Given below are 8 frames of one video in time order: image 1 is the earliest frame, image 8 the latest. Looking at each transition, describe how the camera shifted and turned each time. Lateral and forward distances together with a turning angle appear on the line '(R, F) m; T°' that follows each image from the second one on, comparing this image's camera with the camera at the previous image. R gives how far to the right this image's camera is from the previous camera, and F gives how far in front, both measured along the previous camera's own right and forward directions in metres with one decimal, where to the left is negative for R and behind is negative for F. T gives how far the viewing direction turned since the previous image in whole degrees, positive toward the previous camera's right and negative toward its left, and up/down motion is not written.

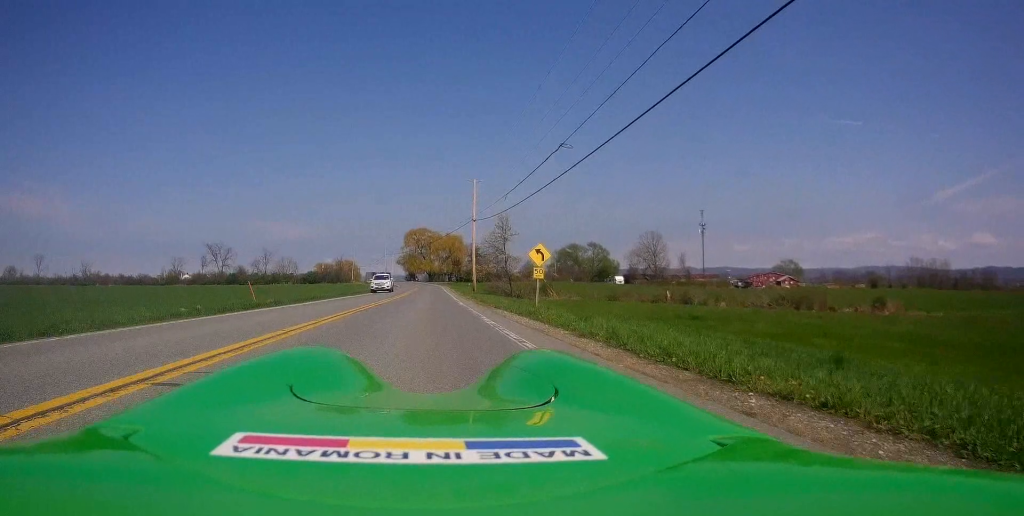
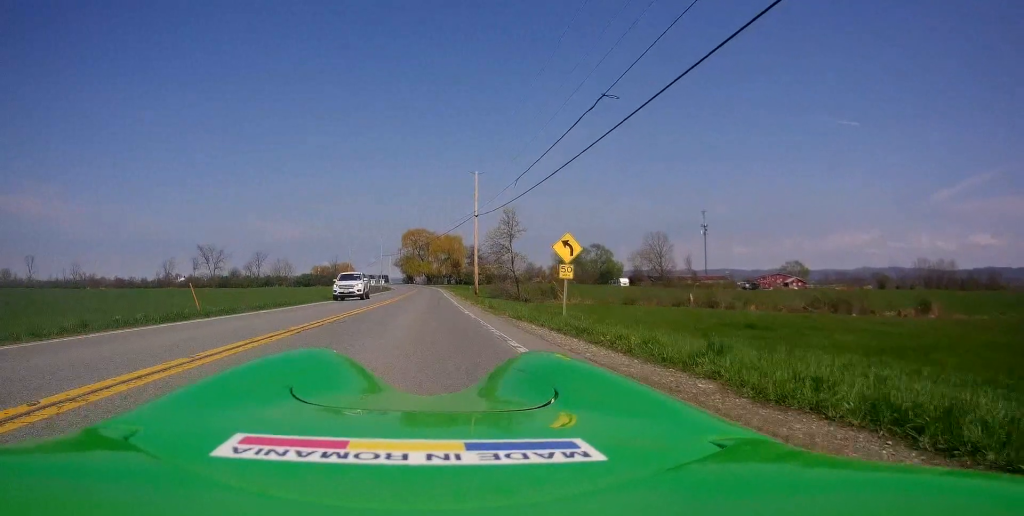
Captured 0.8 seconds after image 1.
(-0.1, +5.9) m; +2°
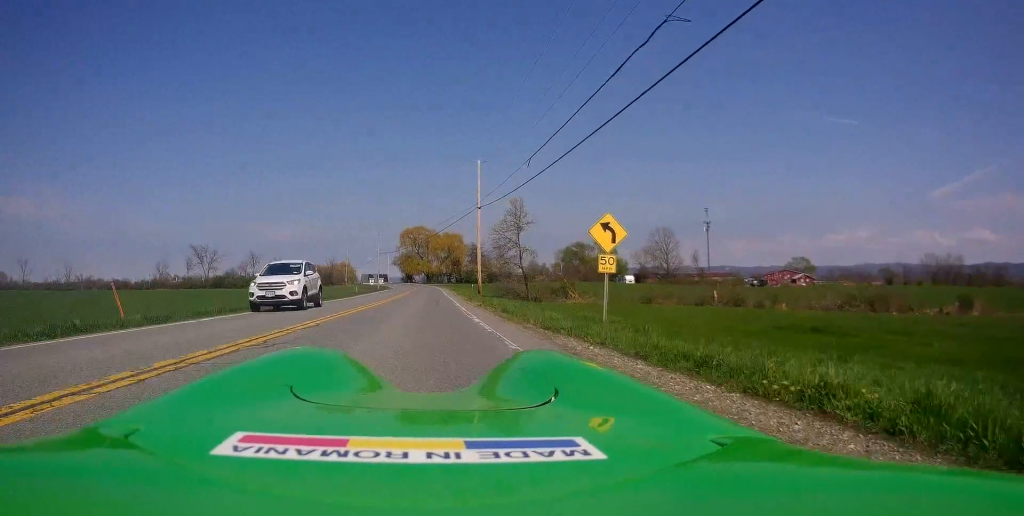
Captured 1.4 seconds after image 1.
(-0.2, +4.9) m; +2°
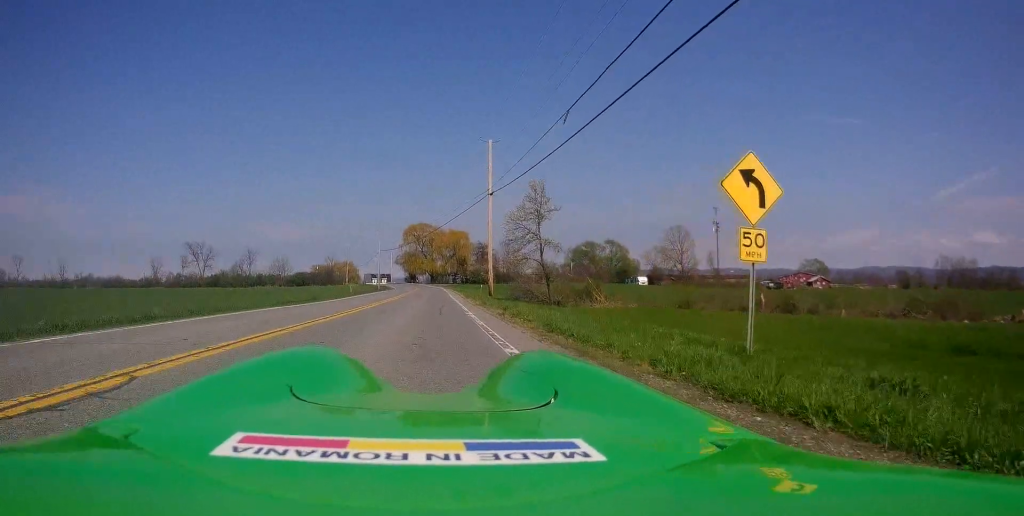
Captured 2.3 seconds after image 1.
(+0.8, +7.2) m; -2°
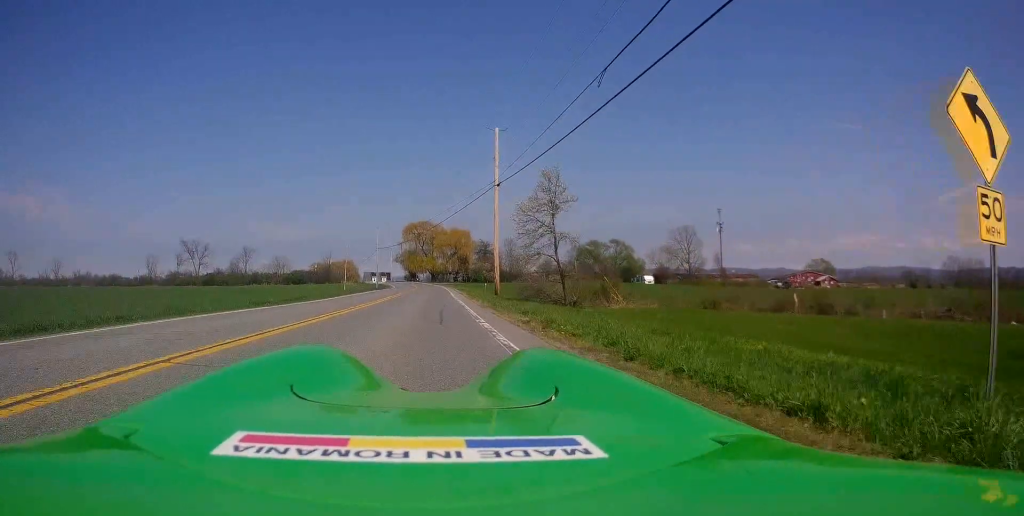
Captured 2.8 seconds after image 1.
(-0.7, +4.4) m; -2°
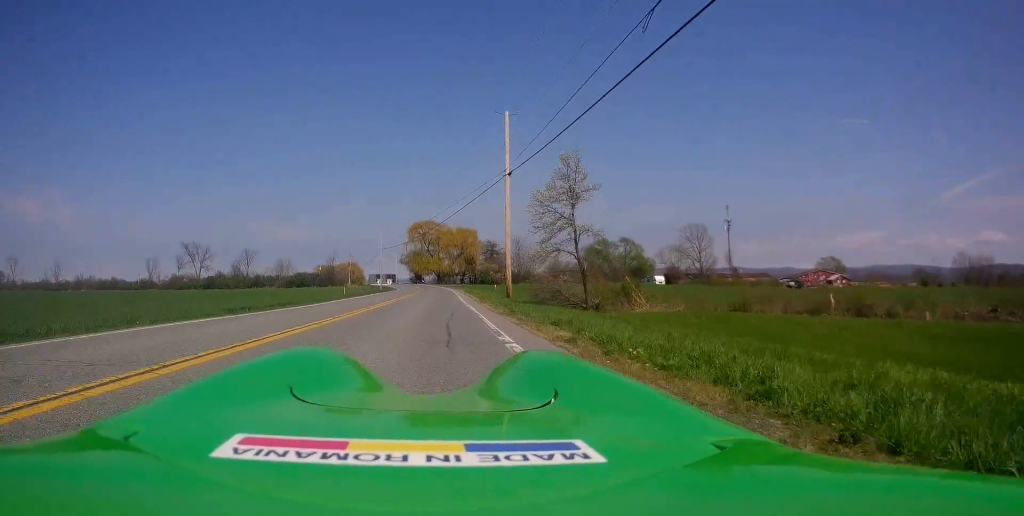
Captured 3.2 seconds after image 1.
(-0.4, +3.4) m; -2°
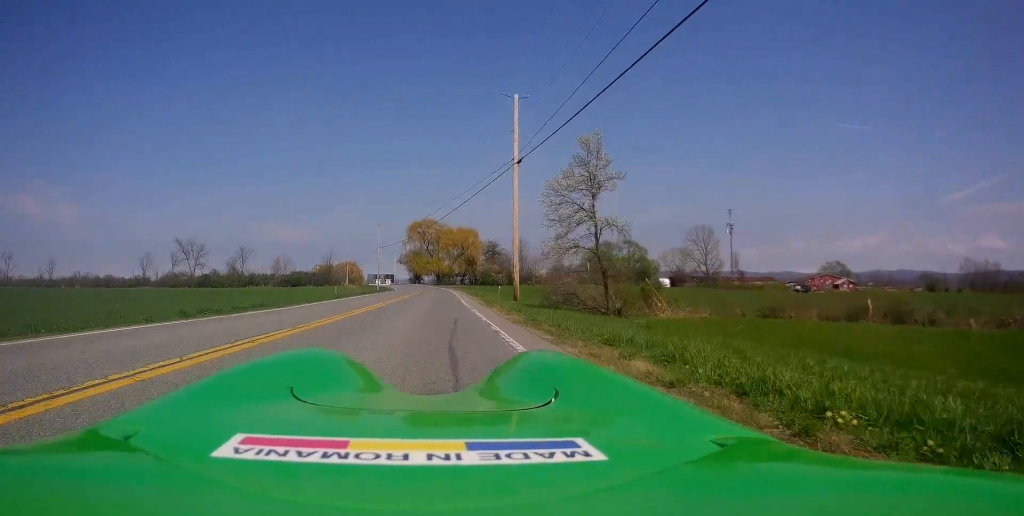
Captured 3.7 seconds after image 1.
(+0.4, +3.7) m; +3°
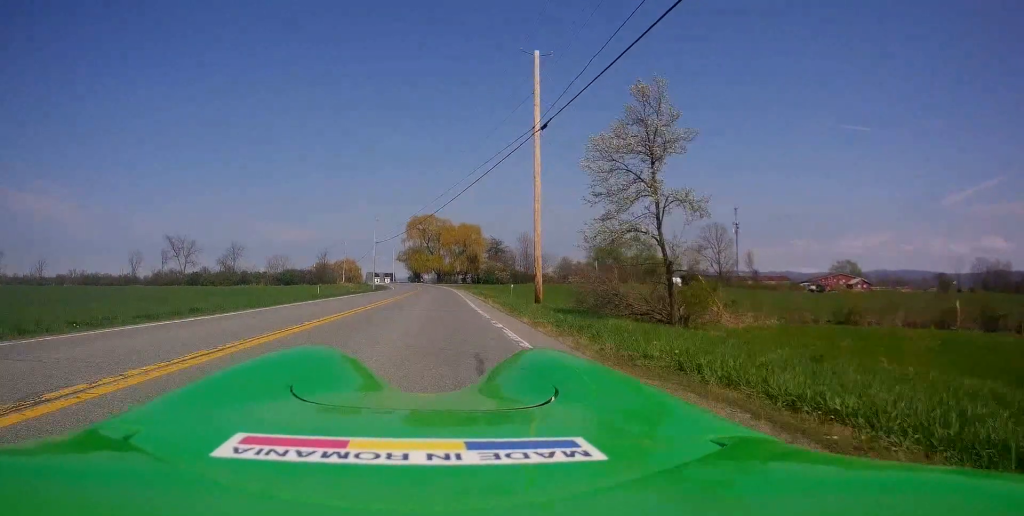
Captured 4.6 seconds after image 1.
(+0.4, +7.1) m; +3°
